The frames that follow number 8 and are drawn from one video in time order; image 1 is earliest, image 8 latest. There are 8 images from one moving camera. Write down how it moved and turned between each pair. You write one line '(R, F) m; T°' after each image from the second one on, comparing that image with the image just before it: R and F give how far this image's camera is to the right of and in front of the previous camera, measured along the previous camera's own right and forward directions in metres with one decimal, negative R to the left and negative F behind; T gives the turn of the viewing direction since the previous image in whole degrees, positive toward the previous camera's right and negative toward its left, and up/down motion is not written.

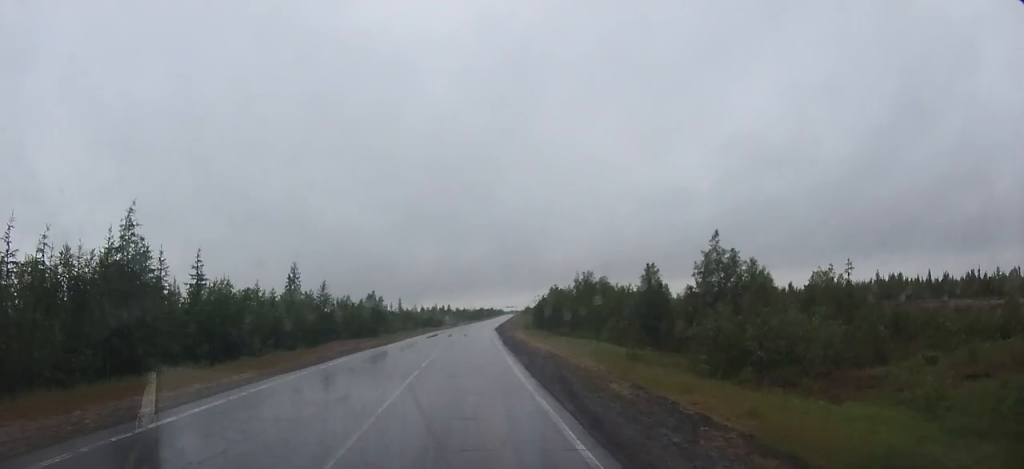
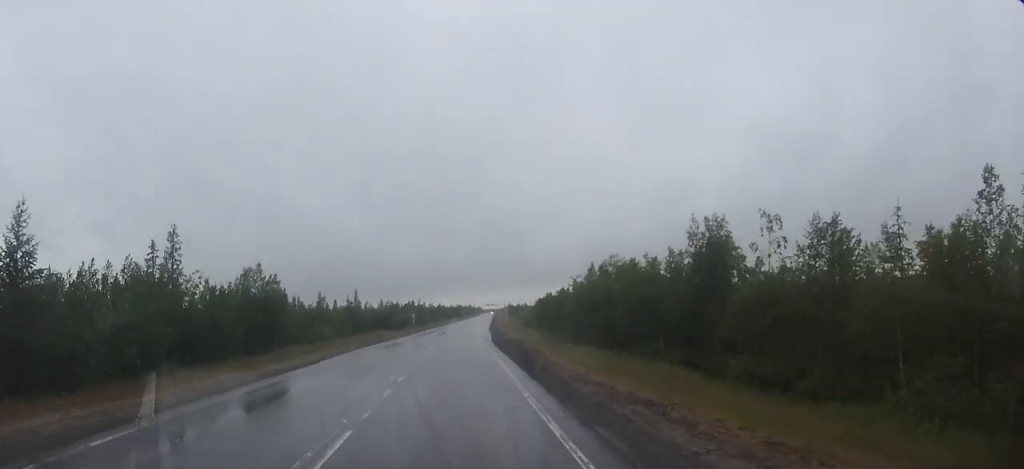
(+0.9, +42.7) m; +2°
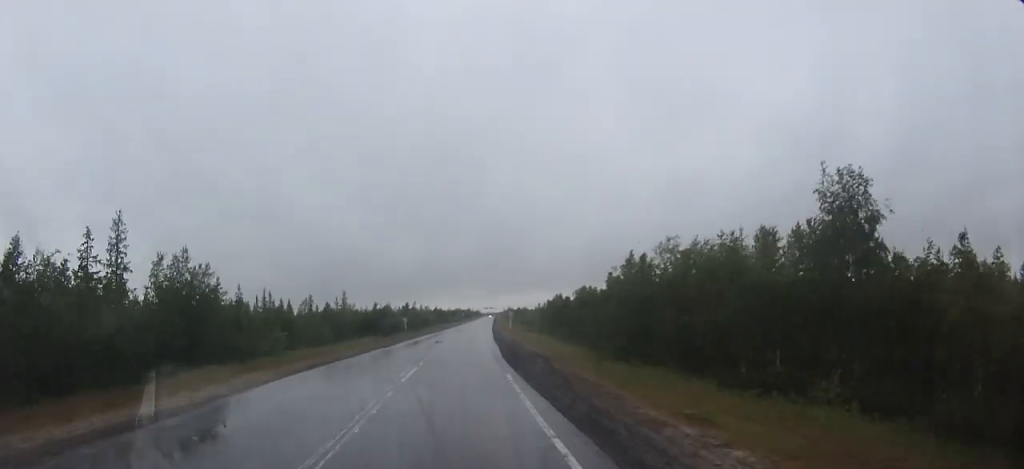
(0.0, +12.8) m; 0°
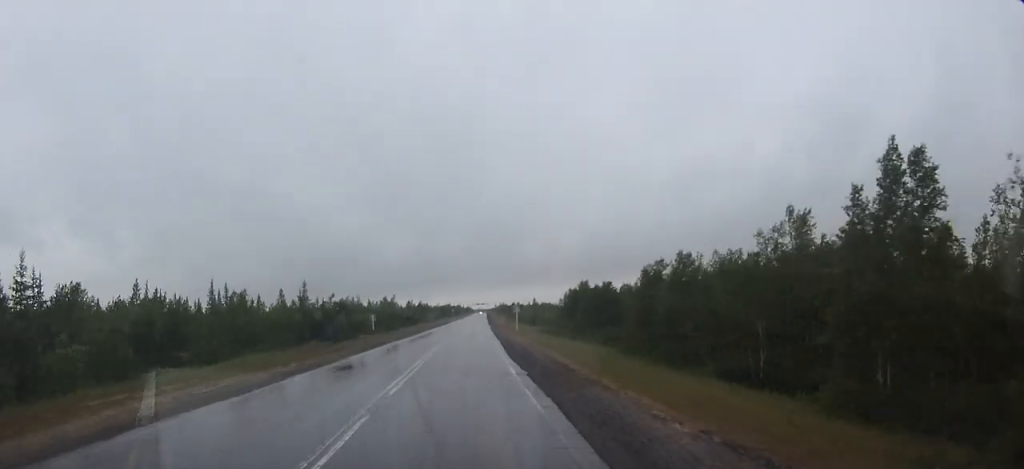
(+0.2, +27.2) m; +1°
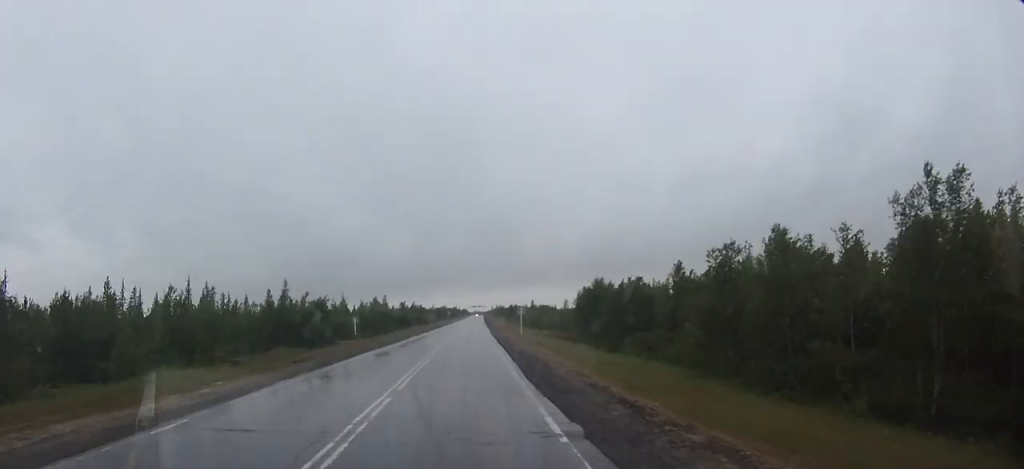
(0.0, +9.9) m; 0°
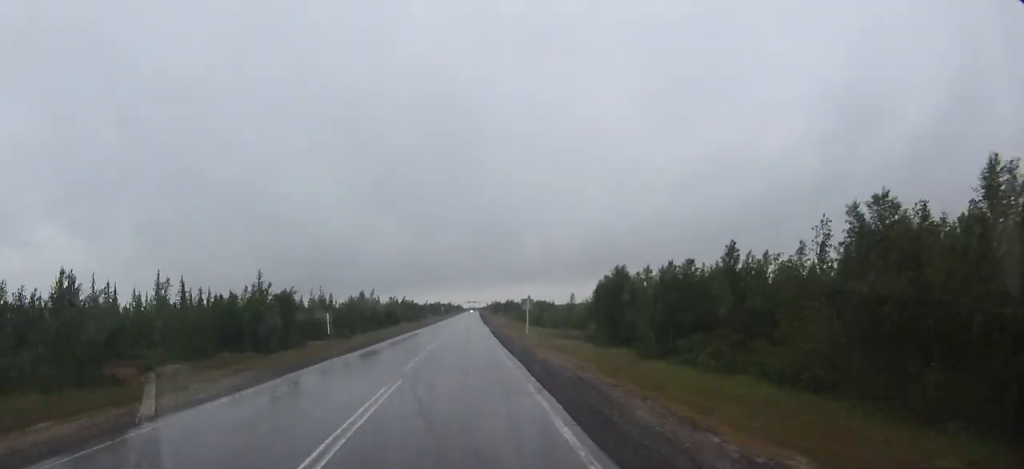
(0.0, +10.6) m; 0°
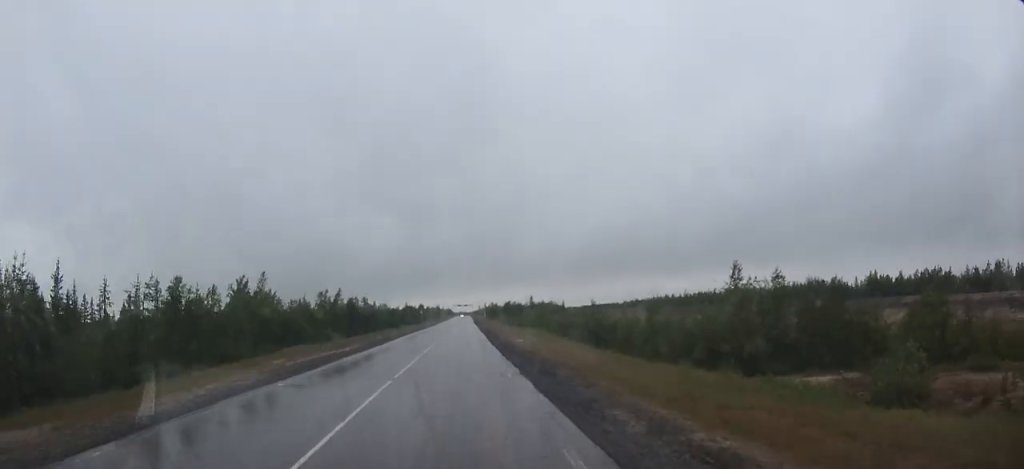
(+0.8, +59.0) m; +1°
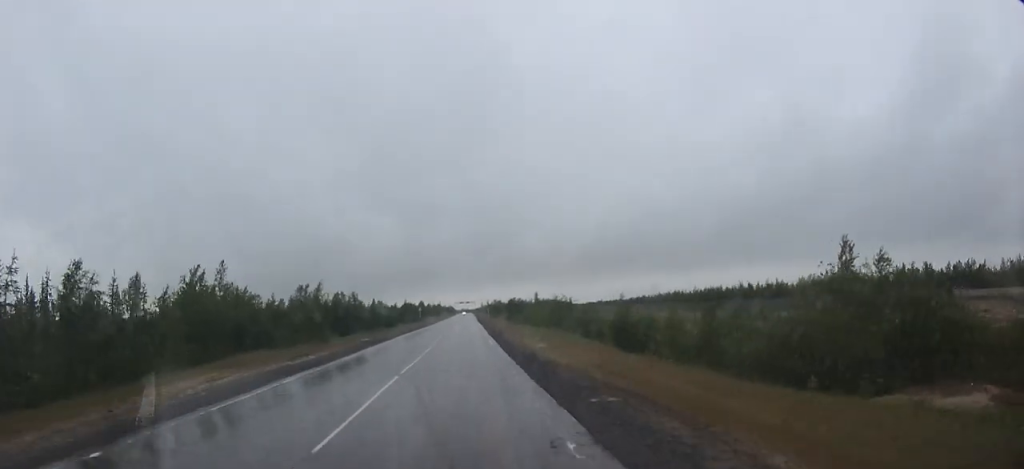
(0.0, +10.8) m; 0°
